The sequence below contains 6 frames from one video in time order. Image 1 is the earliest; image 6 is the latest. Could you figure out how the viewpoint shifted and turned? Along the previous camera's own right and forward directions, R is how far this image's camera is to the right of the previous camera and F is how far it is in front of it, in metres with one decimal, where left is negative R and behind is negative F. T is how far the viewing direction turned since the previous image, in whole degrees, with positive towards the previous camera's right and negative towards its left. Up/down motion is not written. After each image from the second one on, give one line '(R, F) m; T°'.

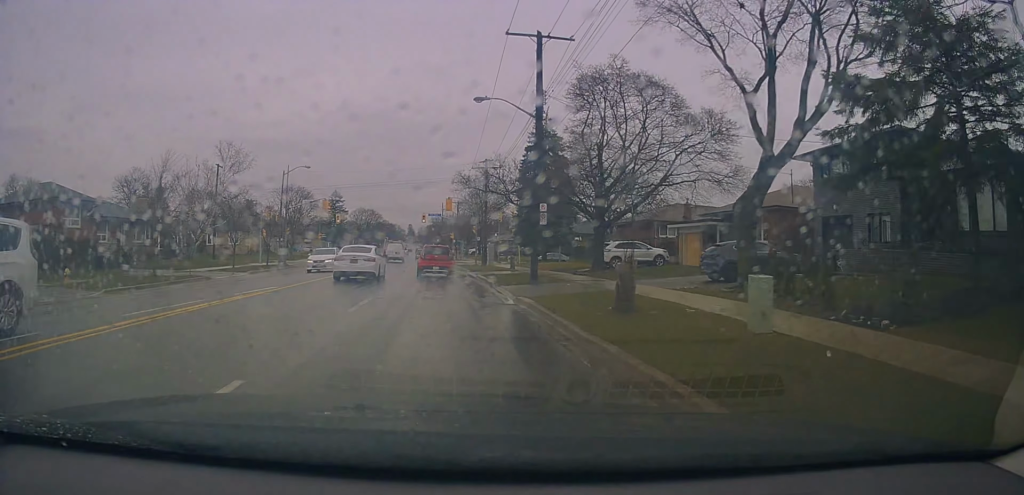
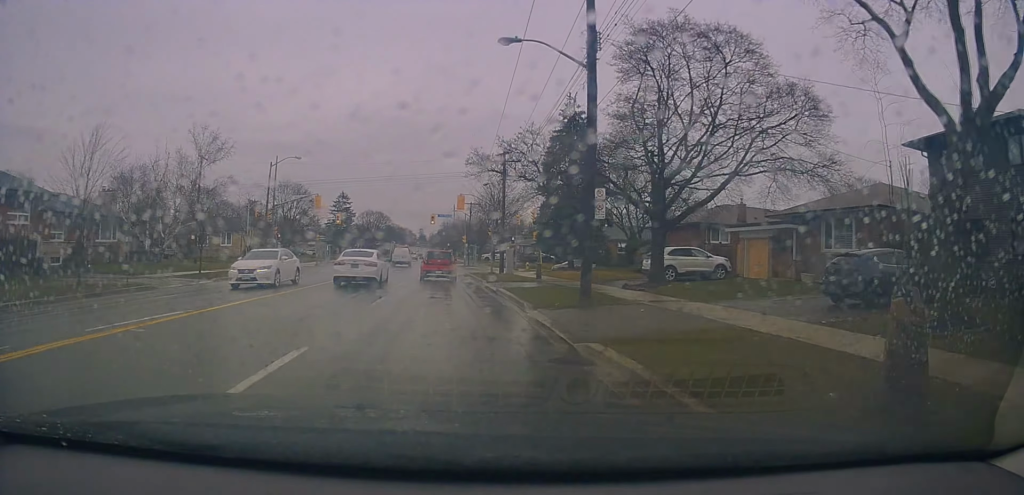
(-0.2, +7.8) m; -1°
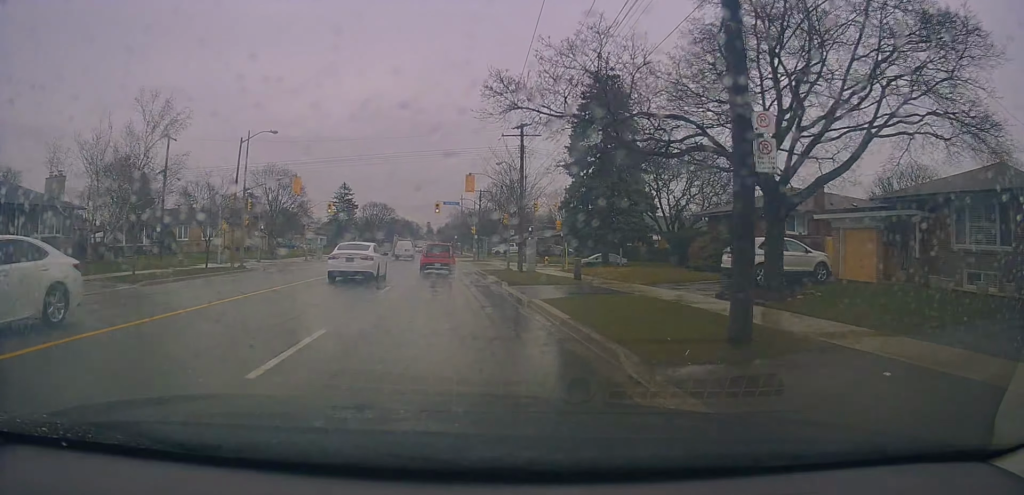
(0.0, +8.9) m; -1°
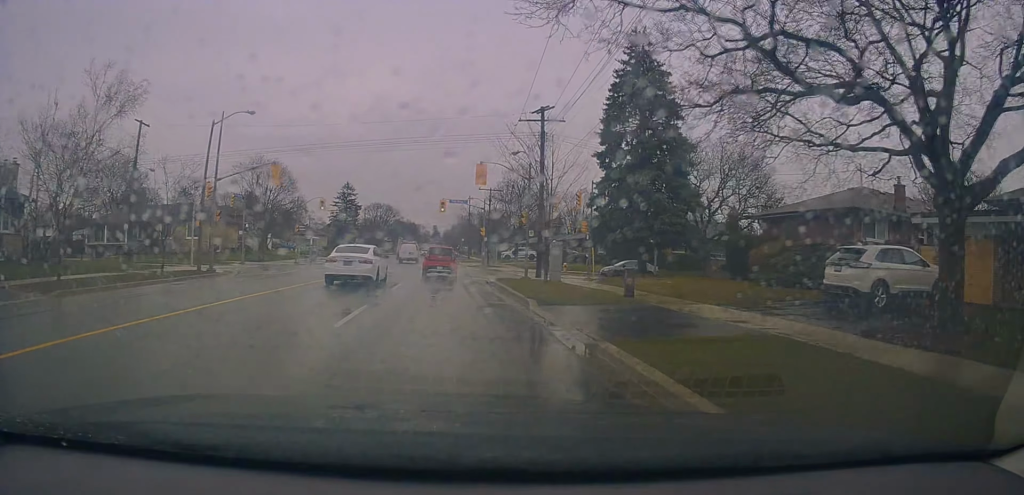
(+0.1, +6.1) m; -1°
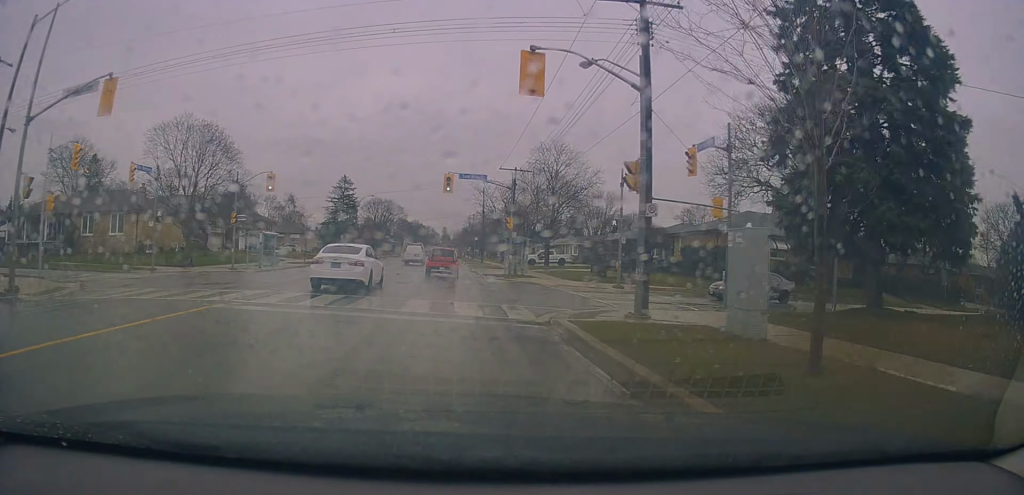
(-0.3, +20.8) m; -1°
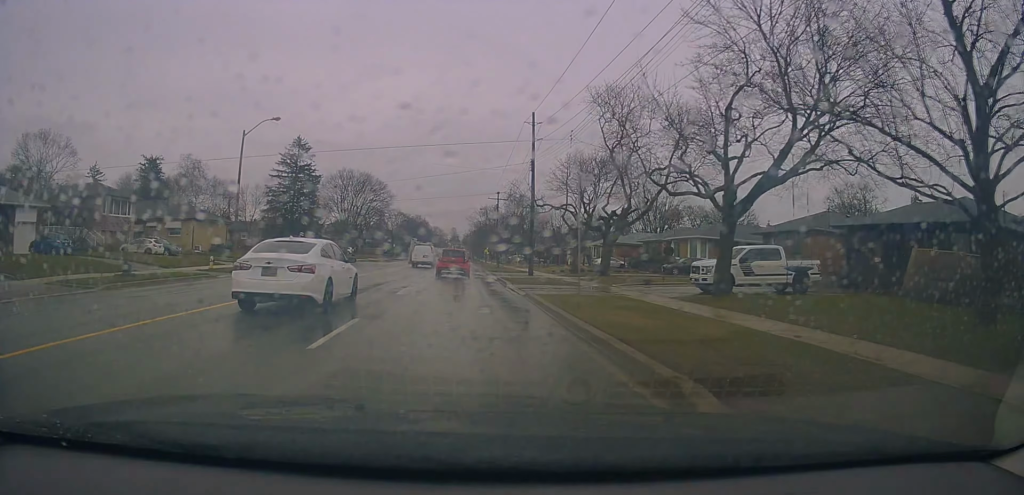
(-1.0, +50.0) m; -2°
